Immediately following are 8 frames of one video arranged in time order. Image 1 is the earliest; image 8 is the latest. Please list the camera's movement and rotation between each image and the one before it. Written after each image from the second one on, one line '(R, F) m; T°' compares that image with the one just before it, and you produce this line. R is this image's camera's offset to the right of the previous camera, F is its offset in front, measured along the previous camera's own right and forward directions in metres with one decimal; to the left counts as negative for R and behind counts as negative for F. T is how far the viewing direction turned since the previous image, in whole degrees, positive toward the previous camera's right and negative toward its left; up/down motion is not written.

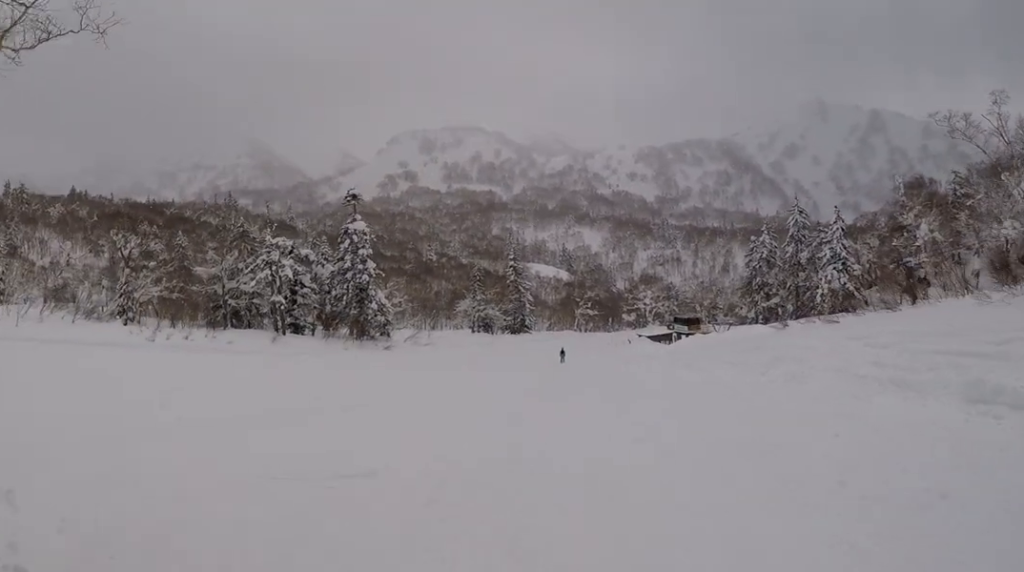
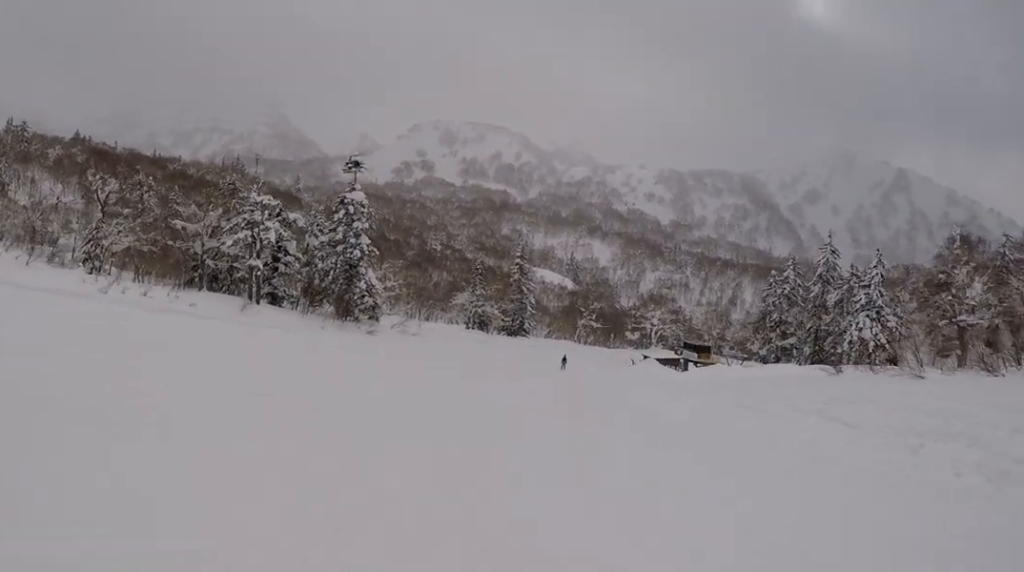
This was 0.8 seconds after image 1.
(+0.8, +8.0) m; 0°
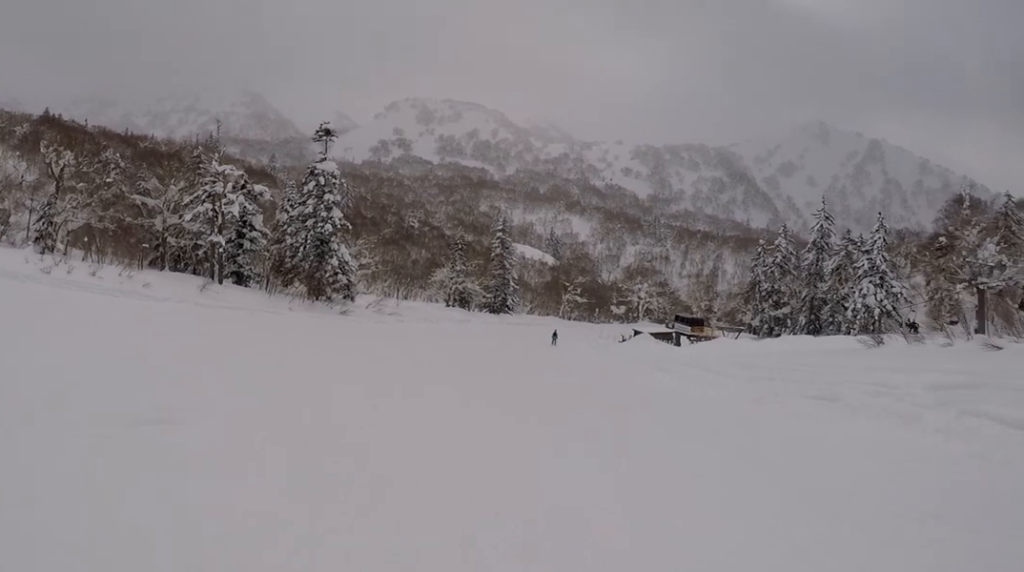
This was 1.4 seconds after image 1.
(-0.4, +5.5) m; 0°
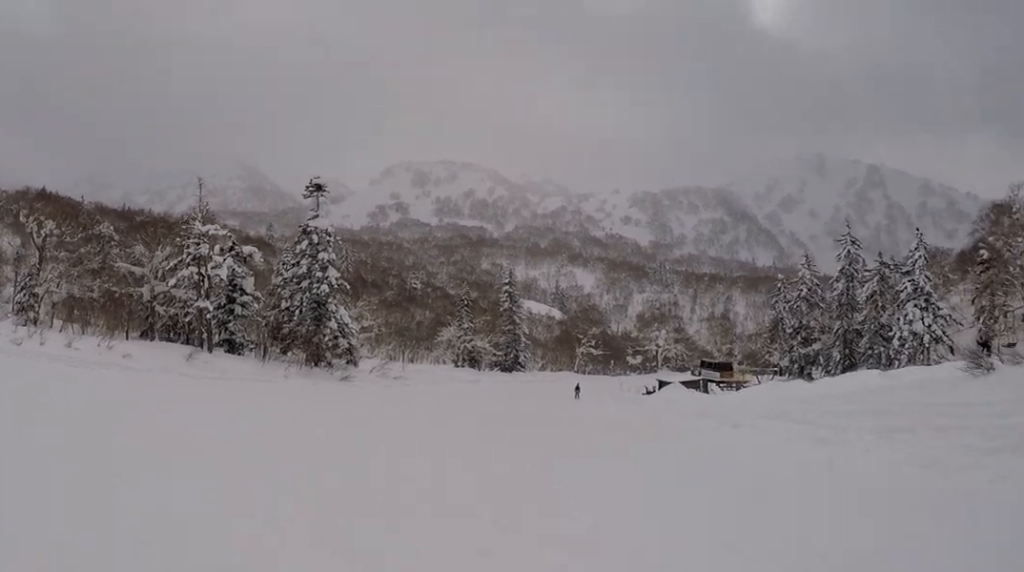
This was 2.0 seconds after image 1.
(-0.4, +5.7) m; 0°
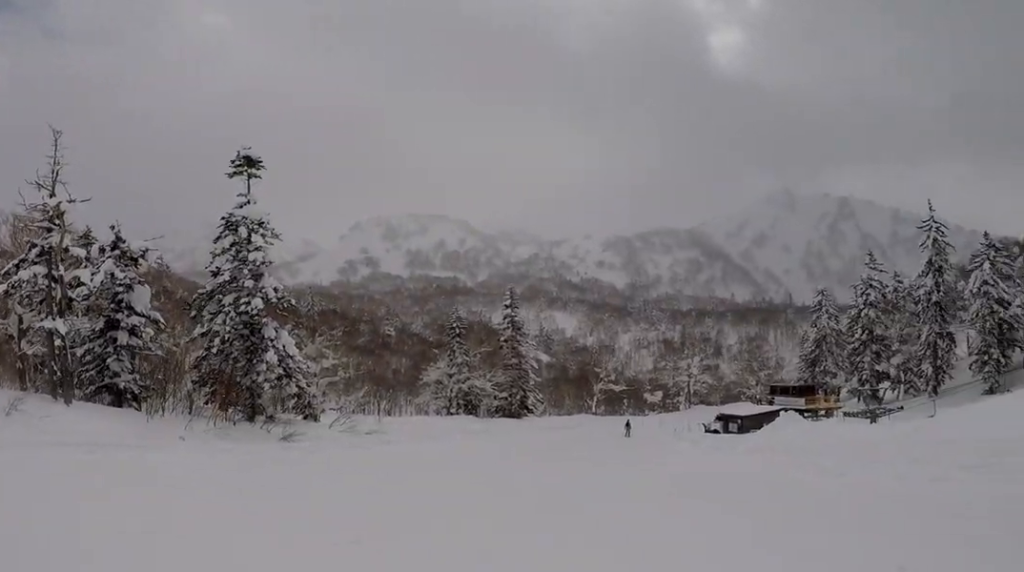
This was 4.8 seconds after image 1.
(+1.7, +23.2) m; +11°
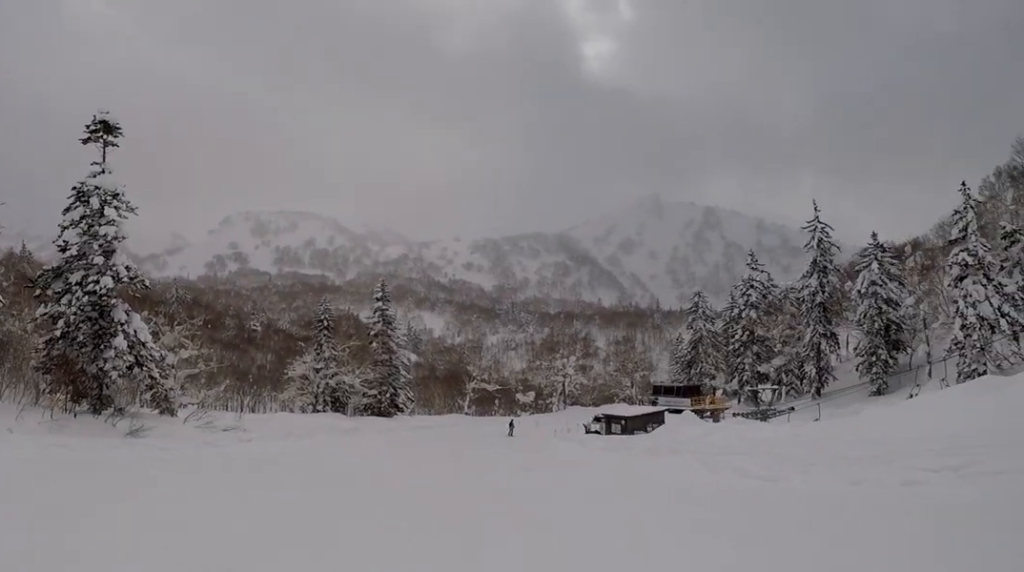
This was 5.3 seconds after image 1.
(+0.3, +4.1) m; +4°
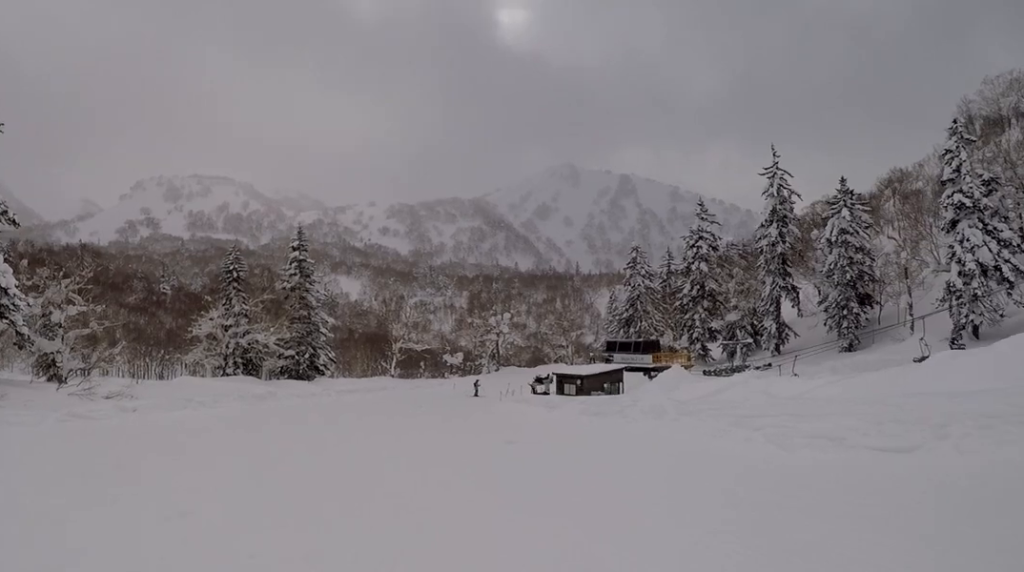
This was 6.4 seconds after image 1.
(+0.6, +8.4) m; +5°
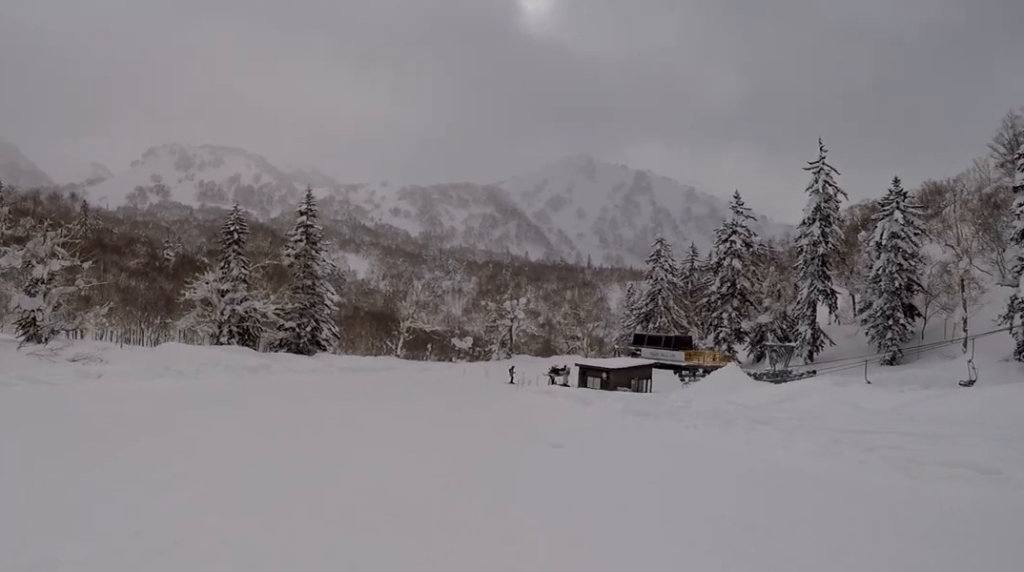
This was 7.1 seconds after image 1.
(0.0, +4.9) m; 0°
